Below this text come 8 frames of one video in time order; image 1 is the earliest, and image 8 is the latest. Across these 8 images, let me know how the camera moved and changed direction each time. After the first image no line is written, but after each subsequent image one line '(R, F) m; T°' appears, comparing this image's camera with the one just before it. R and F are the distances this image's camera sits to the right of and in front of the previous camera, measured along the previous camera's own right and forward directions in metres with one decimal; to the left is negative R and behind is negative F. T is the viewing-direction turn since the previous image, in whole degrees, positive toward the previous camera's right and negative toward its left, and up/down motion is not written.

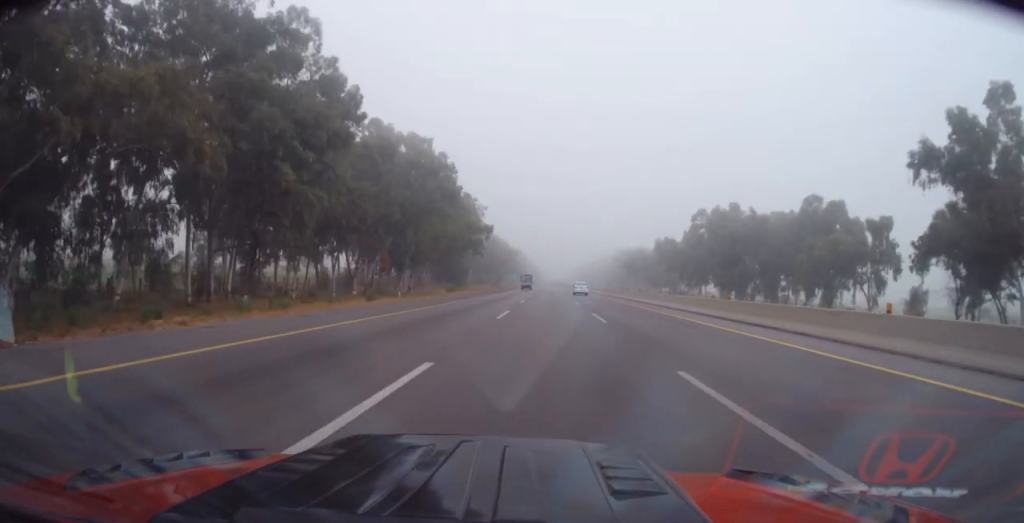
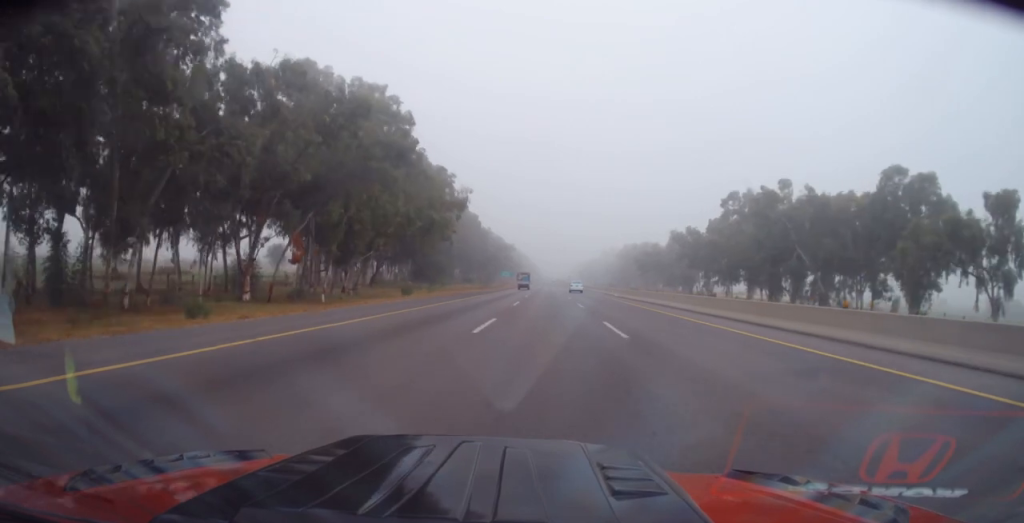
(0.0, +24.1) m; 0°
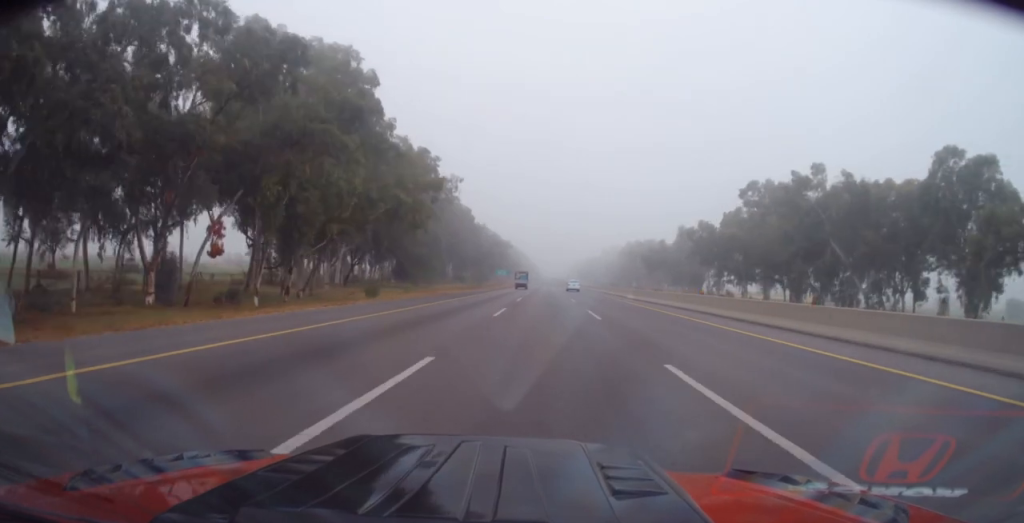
(+0.1, +11.1) m; 0°
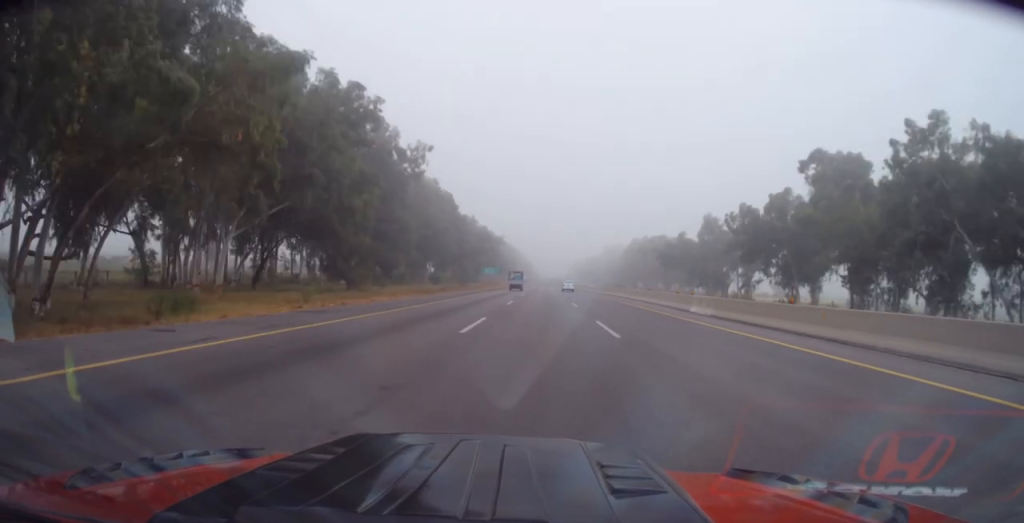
(0.0, +24.9) m; 0°
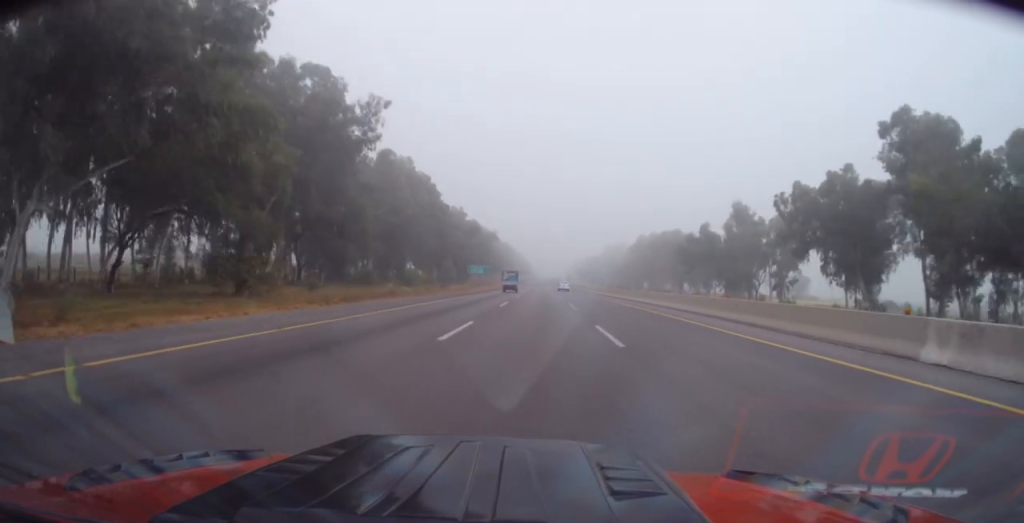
(+0.1, +19.9) m; 0°
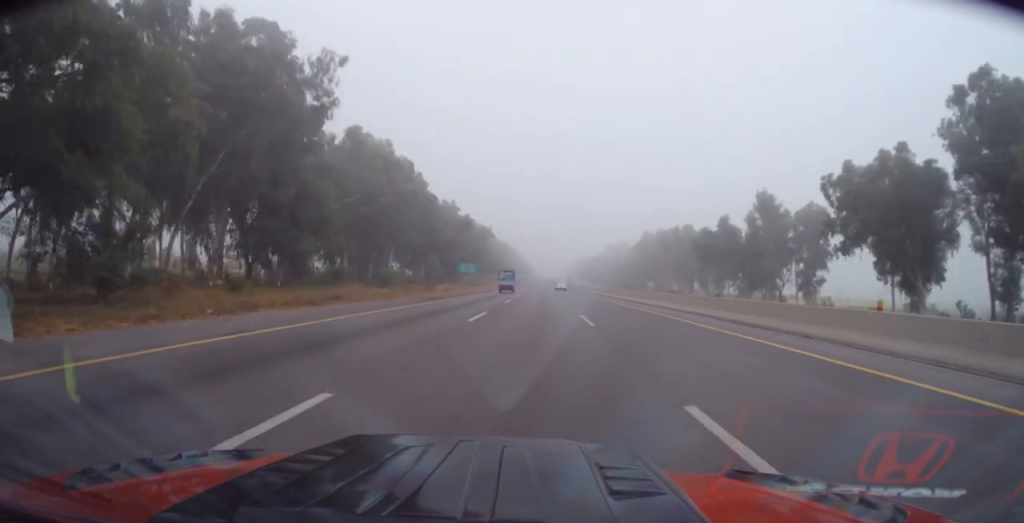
(0.0, +12.1) m; 0°
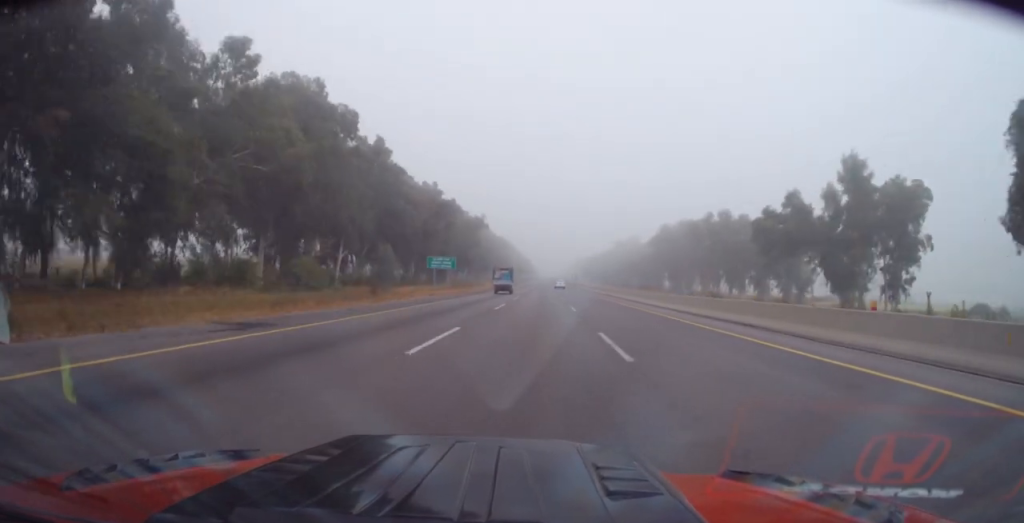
(-0.1, +26.1) m; -1°
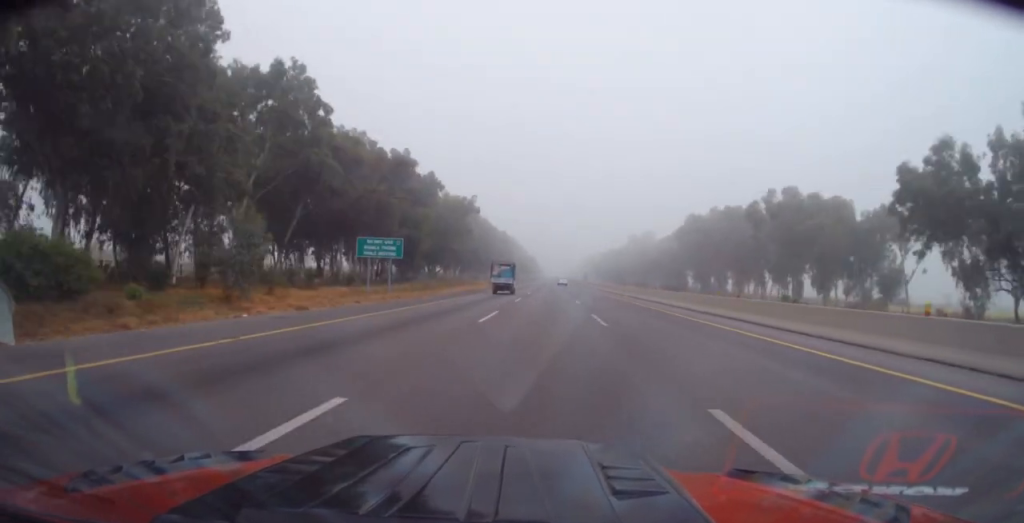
(-0.5, +27.8) m; -1°
